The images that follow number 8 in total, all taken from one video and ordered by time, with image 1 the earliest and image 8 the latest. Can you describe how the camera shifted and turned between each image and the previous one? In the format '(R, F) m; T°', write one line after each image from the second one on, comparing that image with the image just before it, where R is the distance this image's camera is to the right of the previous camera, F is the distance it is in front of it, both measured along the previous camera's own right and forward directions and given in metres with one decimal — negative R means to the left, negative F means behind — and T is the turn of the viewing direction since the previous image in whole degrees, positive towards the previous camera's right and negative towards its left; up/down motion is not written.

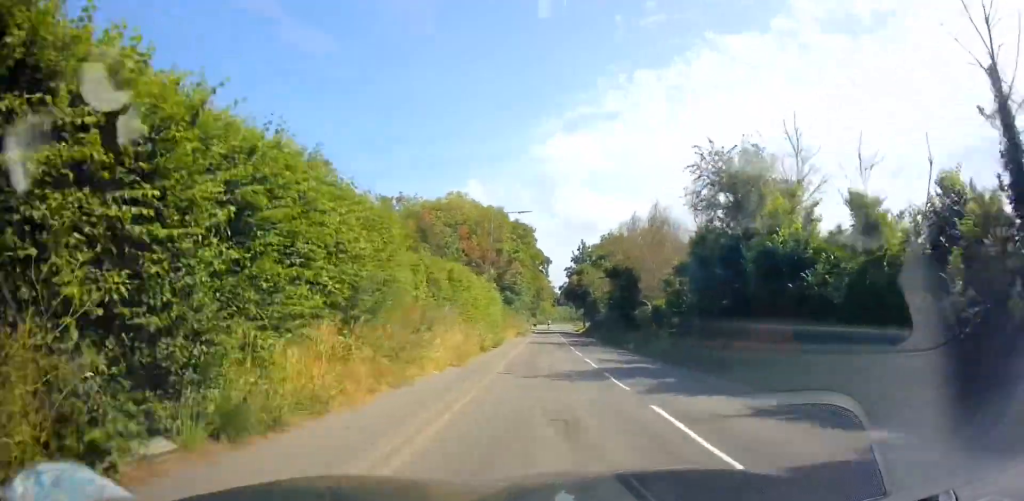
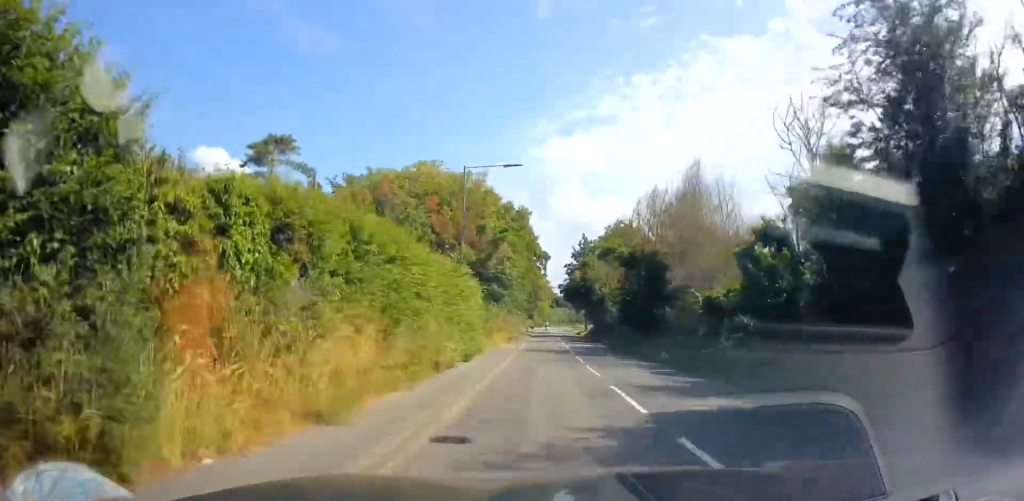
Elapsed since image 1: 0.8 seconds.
(-0.4, +8.4) m; 0°
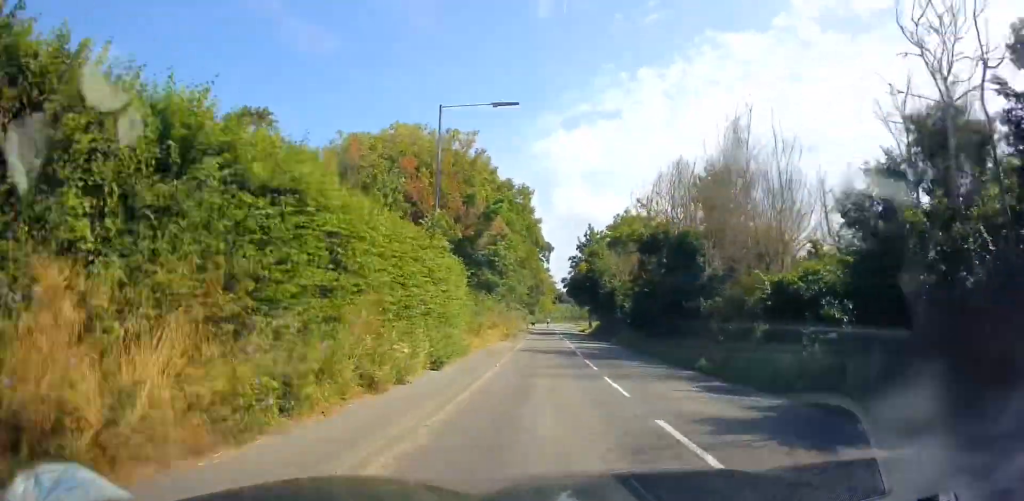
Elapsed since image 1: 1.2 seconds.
(-0.1, +4.7) m; 0°
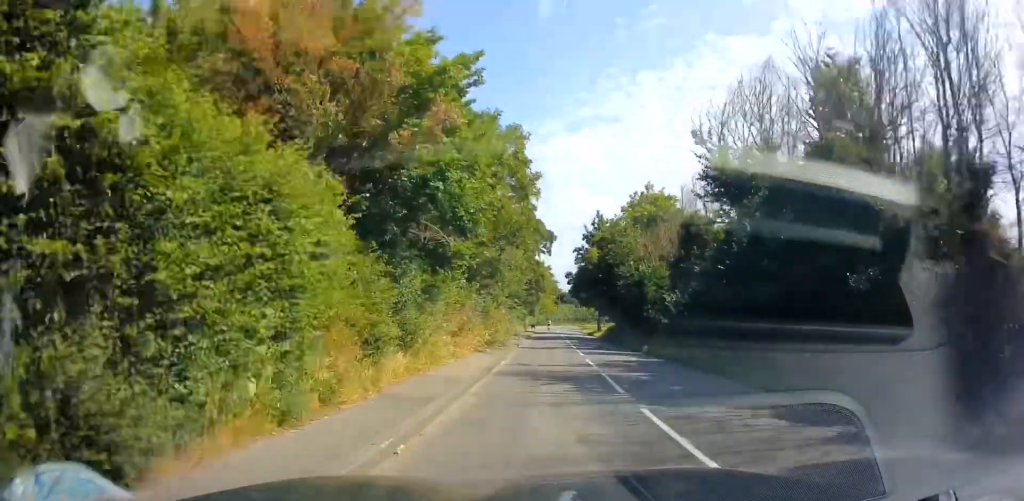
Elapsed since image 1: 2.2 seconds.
(+0.5, +10.9) m; +1°
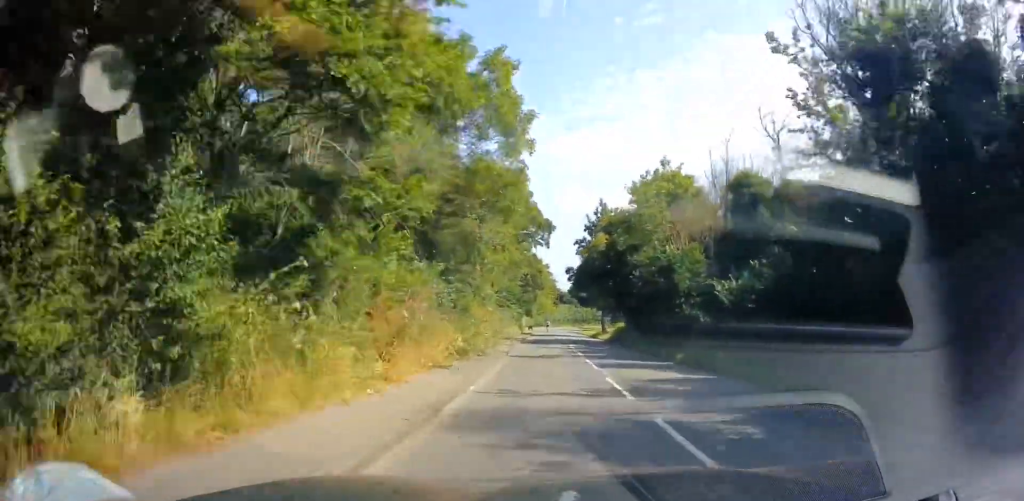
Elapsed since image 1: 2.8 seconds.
(-0.1, +6.5) m; -1°
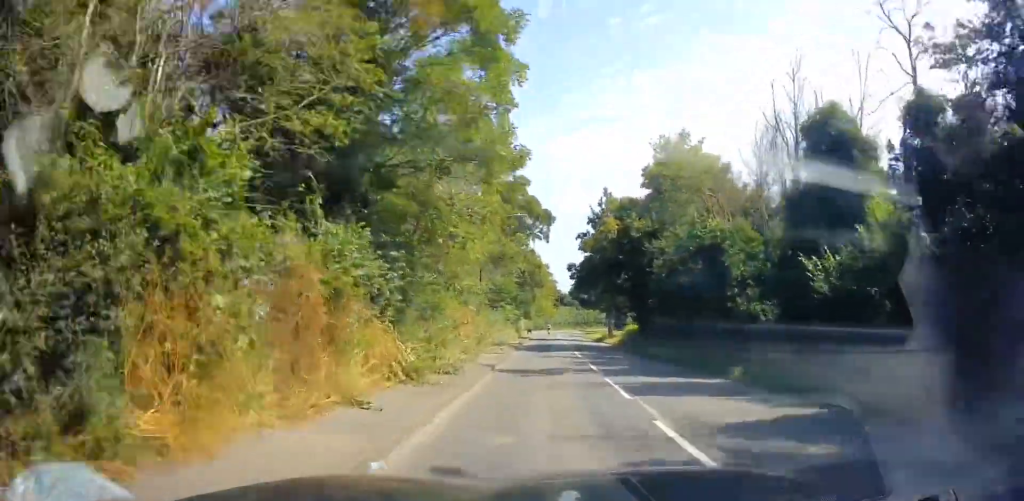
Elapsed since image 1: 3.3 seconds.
(0.0, +5.7) m; 0°
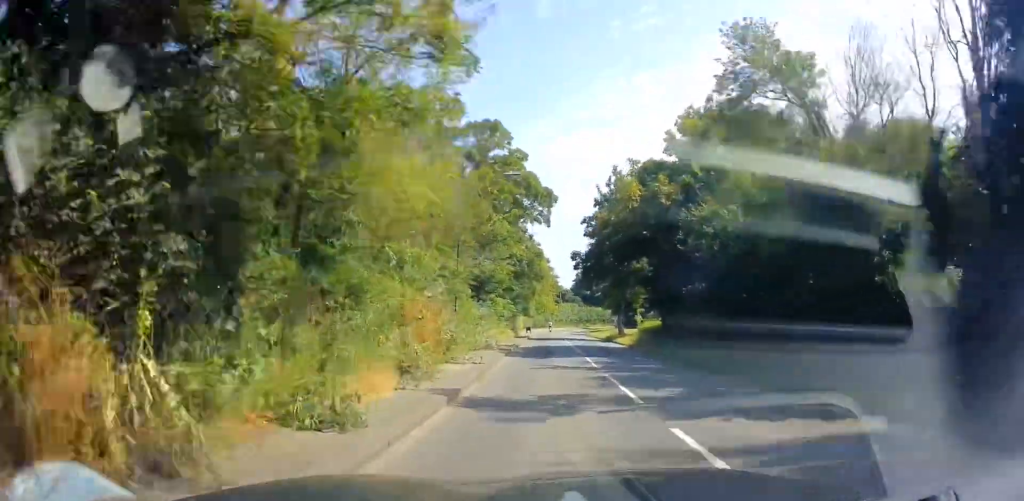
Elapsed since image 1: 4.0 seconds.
(0.0, +6.5) m; 0°
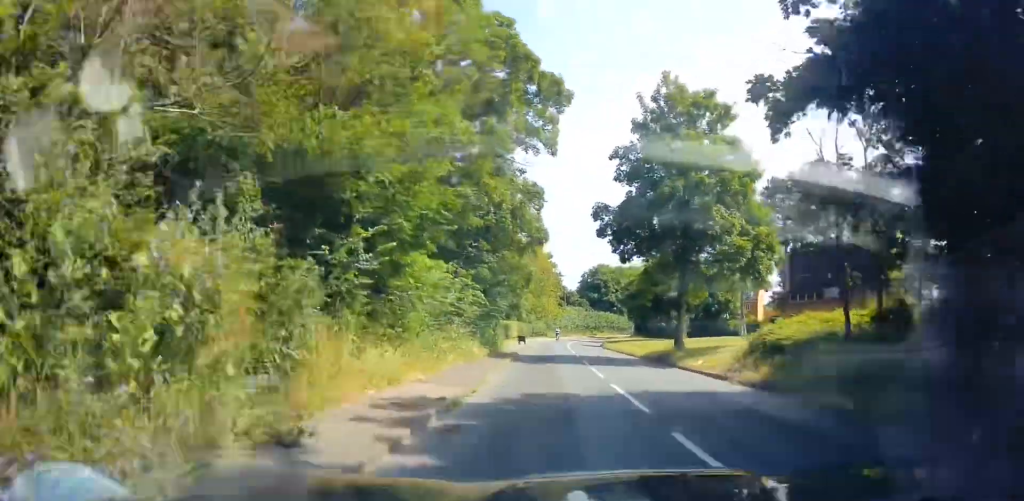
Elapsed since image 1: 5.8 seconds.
(+0.4, +19.3) m; +1°
